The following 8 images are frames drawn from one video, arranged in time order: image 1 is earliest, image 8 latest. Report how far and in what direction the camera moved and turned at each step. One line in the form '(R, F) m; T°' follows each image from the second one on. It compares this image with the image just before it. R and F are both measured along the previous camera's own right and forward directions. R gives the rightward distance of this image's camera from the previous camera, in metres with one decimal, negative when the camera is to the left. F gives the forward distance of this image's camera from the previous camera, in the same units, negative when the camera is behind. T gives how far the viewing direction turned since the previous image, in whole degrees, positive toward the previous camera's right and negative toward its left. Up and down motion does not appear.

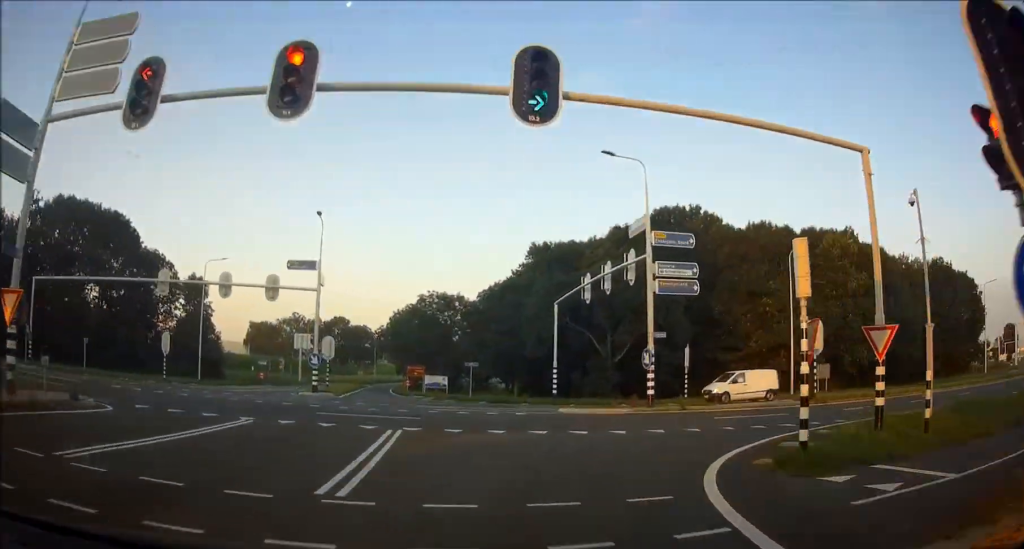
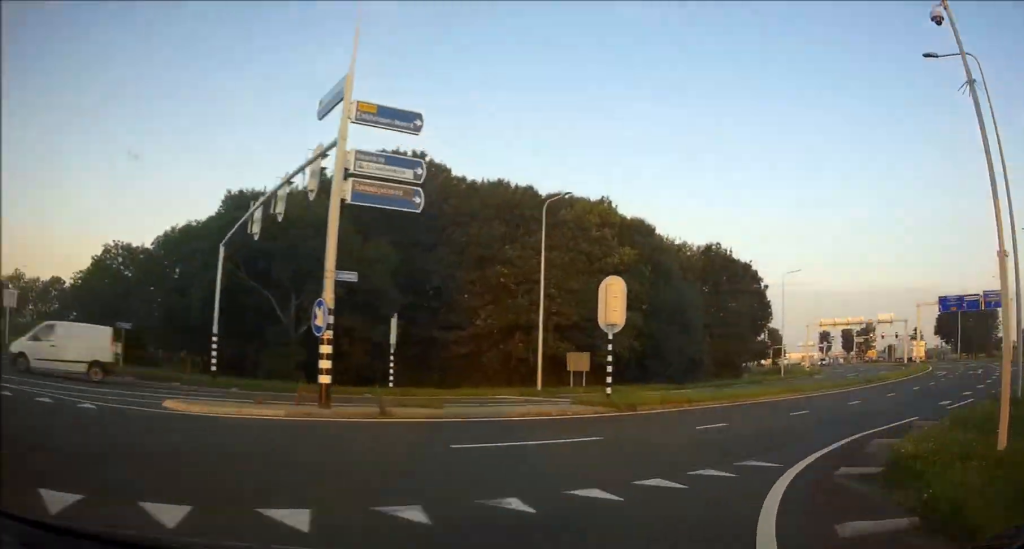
(-0.8, +11.4) m; +16°
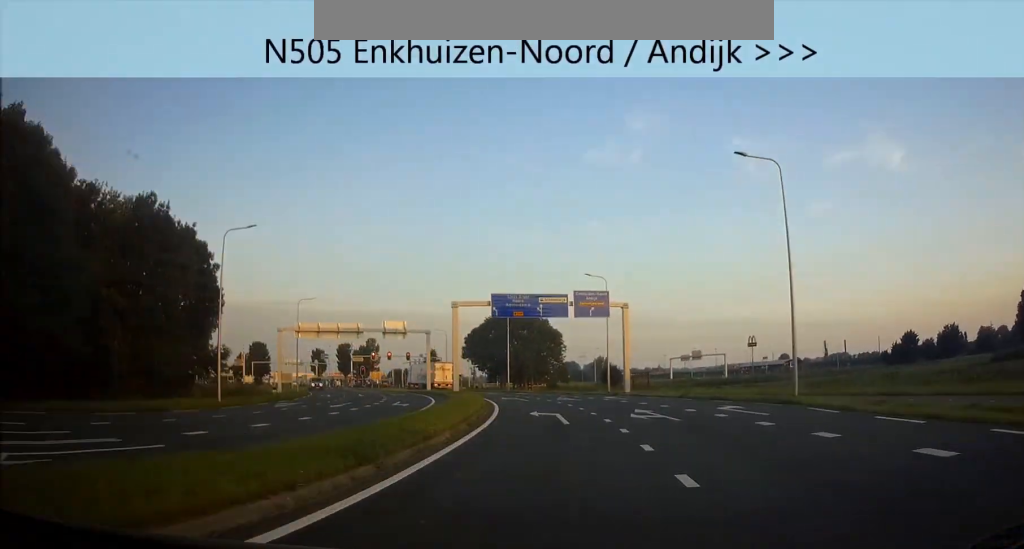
(+10.3, +25.3) m; +24°
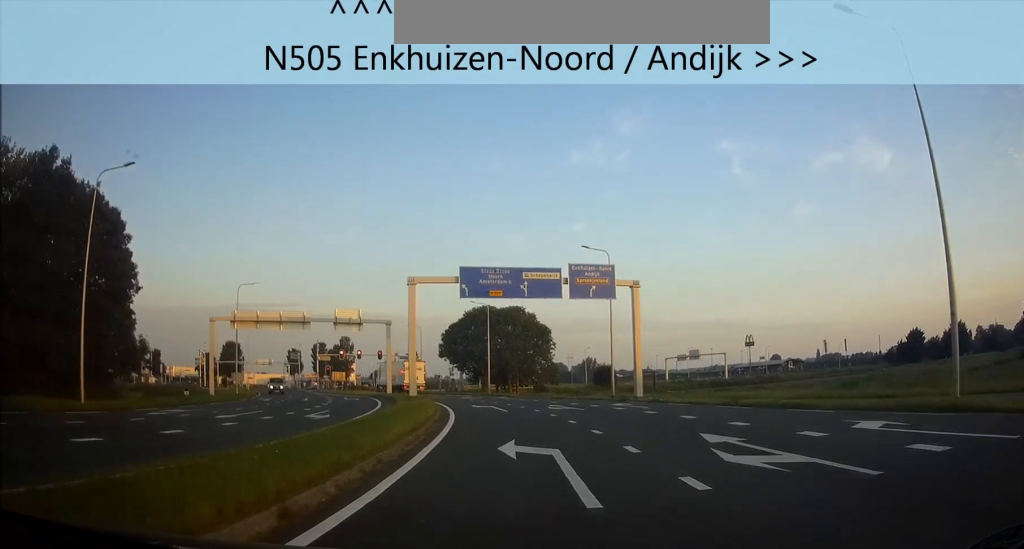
(+0.7, +11.7) m; 0°
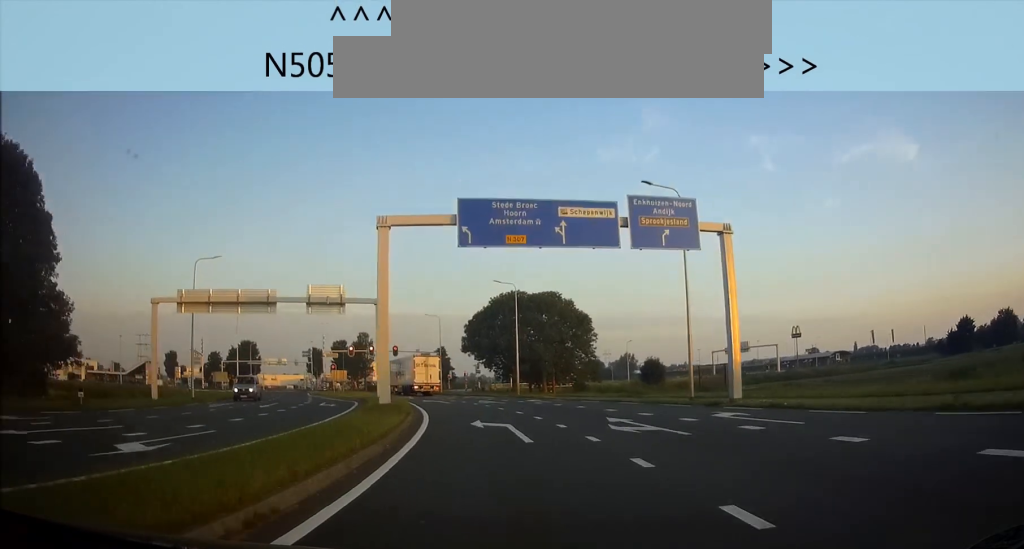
(+0.2, +12.5) m; -2°
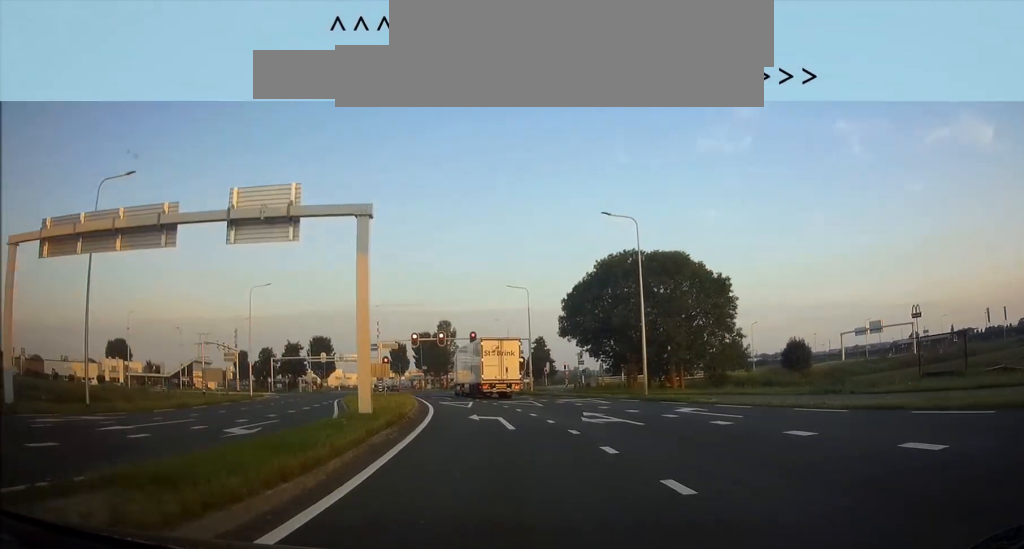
(-0.9, +20.2) m; -6°
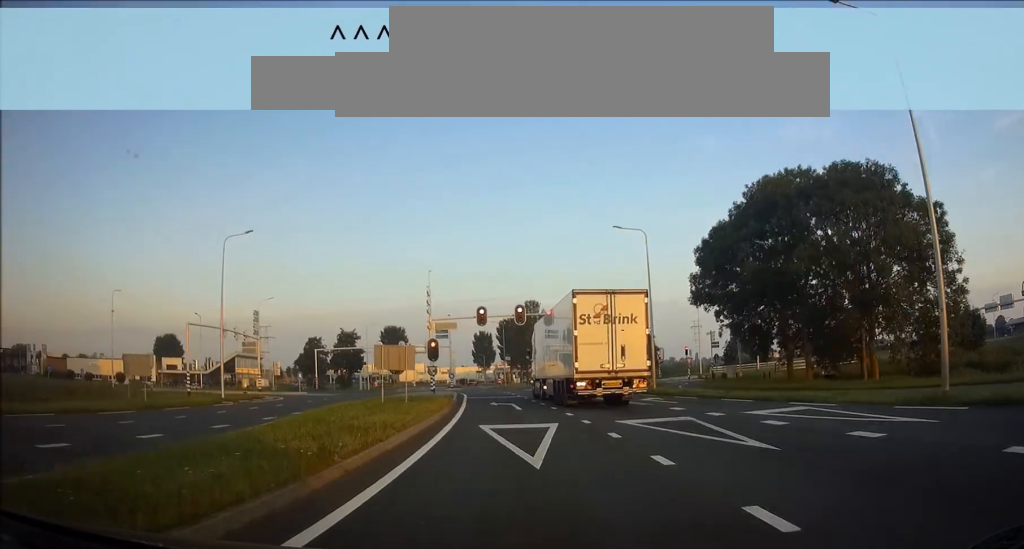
(-1.5, +20.1) m; -6°
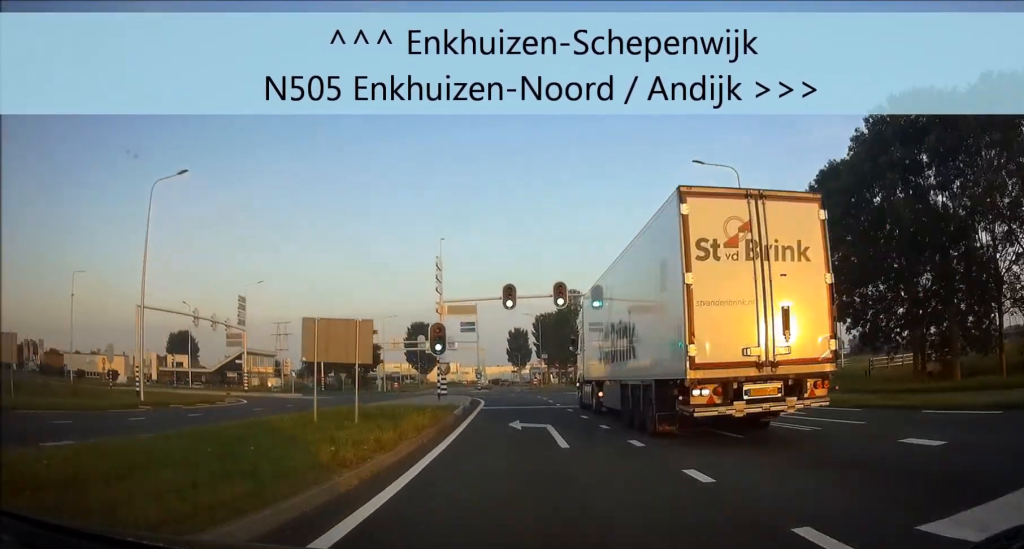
(-0.4, +12.5) m; -3°
